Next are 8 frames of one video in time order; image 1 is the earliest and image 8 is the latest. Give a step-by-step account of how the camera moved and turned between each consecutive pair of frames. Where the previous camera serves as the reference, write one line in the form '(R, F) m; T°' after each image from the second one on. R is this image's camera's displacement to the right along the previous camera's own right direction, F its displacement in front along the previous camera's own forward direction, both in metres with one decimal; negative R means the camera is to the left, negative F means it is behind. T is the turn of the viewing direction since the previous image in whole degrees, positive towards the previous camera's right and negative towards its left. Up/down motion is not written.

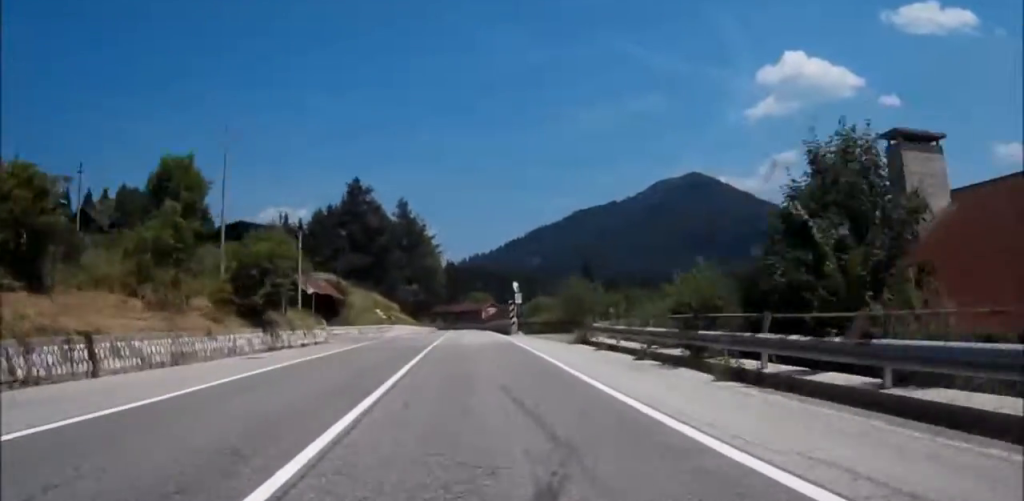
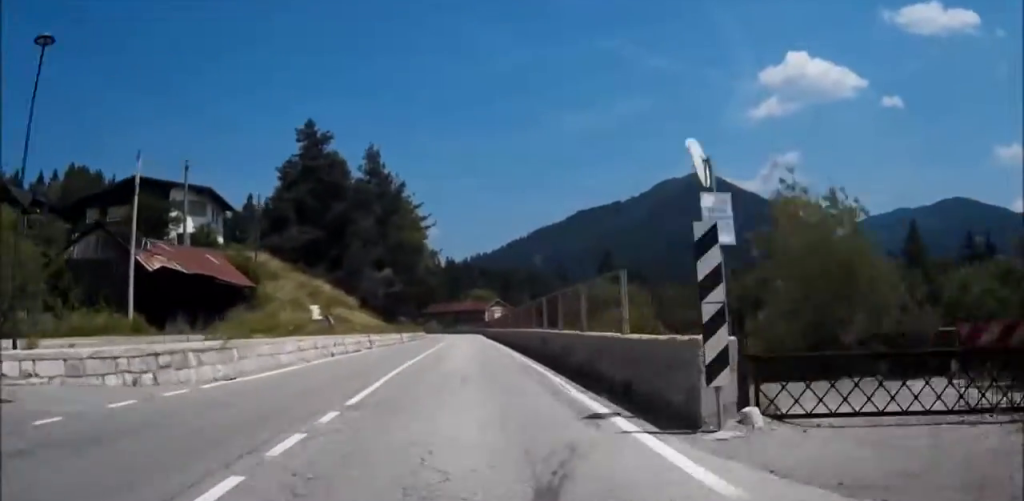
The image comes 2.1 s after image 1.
(+0.6, +37.2) m; 0°
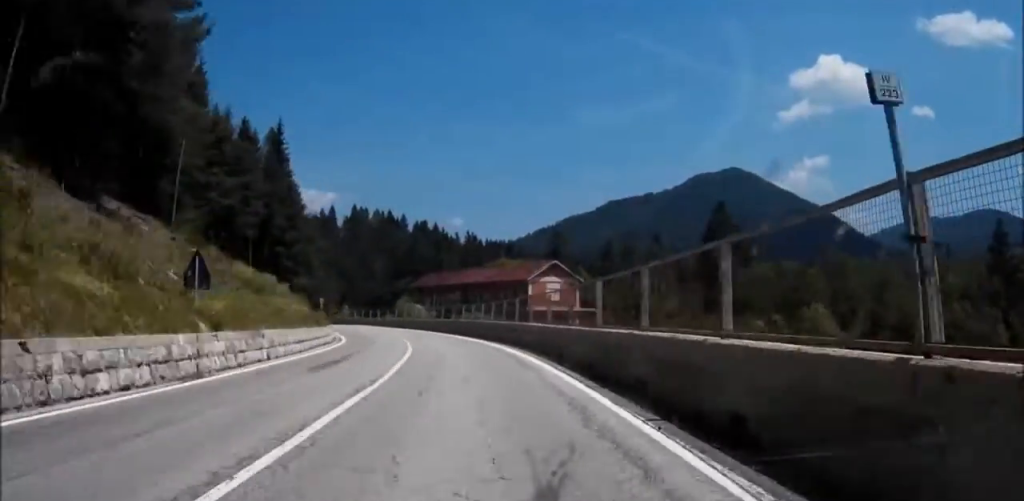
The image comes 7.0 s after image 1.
(-7.9, +91.6) m; -10°
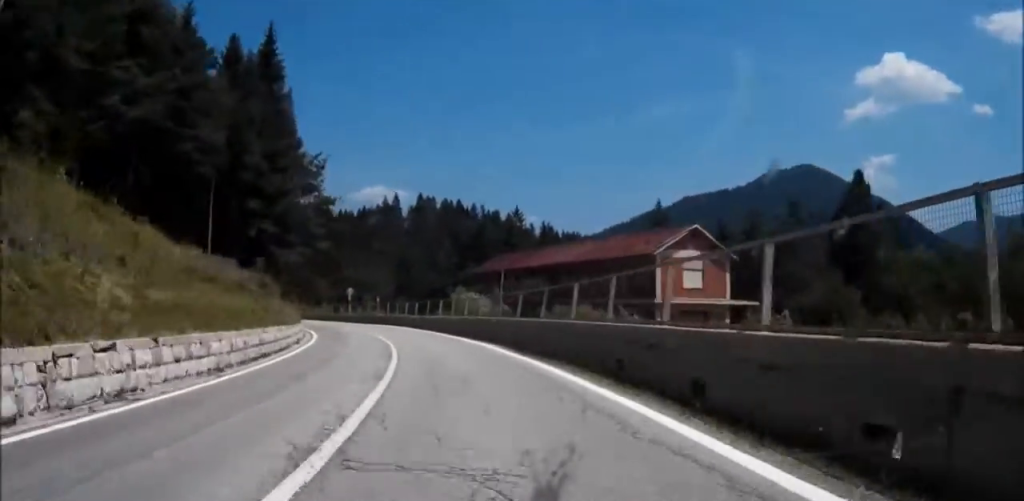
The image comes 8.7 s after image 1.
(-1.0, +32.0) m; -5°
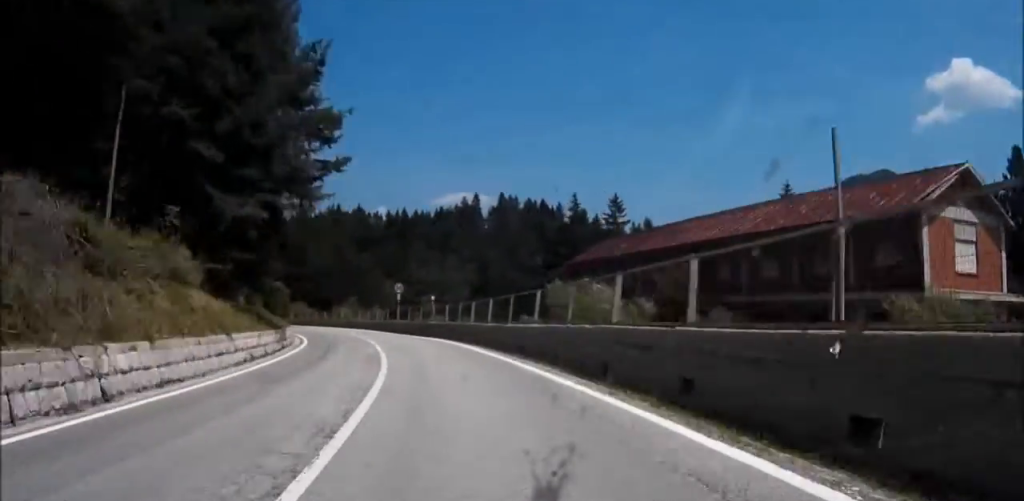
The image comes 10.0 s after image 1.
(-1.0, +25.6) m; -6°
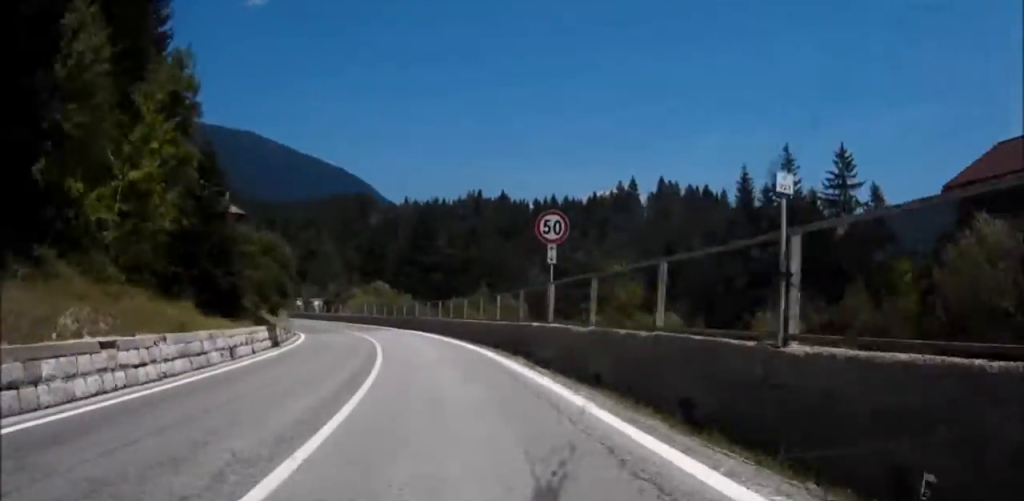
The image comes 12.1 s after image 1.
(-3.5, +39.8) m; -10°
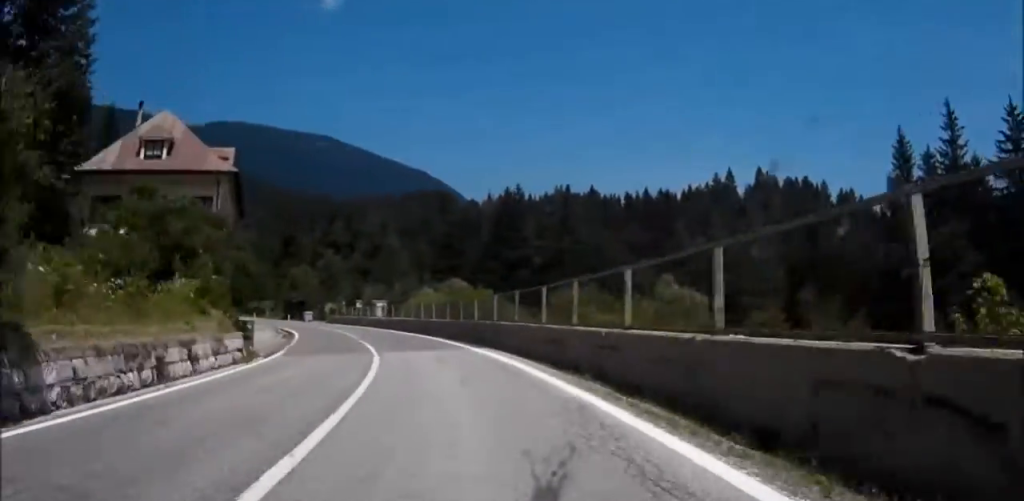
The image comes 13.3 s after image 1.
(-0.3, +23.2) m; -6°
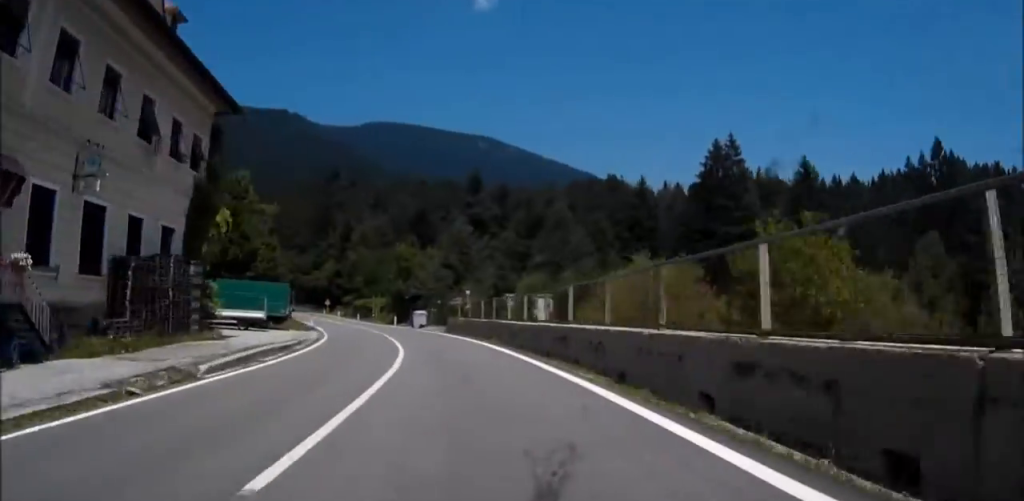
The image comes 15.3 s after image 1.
(-4.1, +39.6) m; -12°
